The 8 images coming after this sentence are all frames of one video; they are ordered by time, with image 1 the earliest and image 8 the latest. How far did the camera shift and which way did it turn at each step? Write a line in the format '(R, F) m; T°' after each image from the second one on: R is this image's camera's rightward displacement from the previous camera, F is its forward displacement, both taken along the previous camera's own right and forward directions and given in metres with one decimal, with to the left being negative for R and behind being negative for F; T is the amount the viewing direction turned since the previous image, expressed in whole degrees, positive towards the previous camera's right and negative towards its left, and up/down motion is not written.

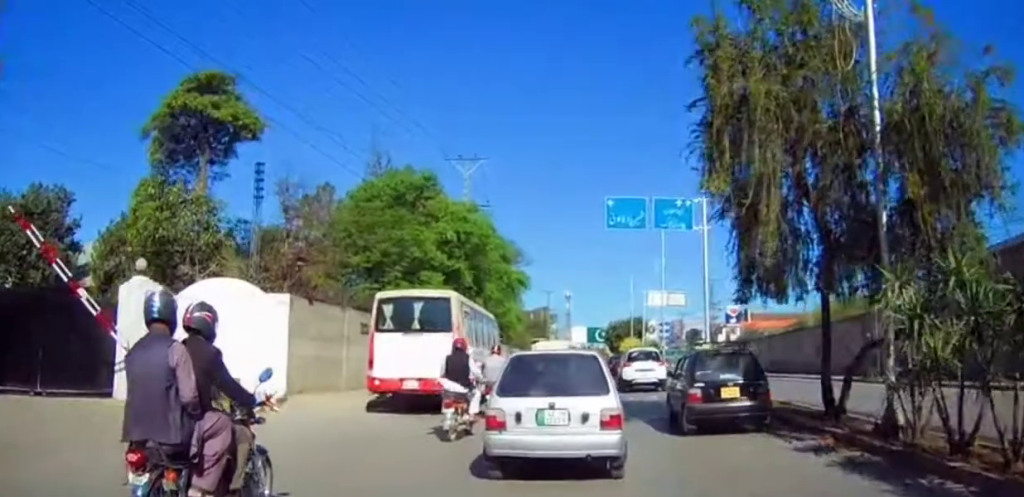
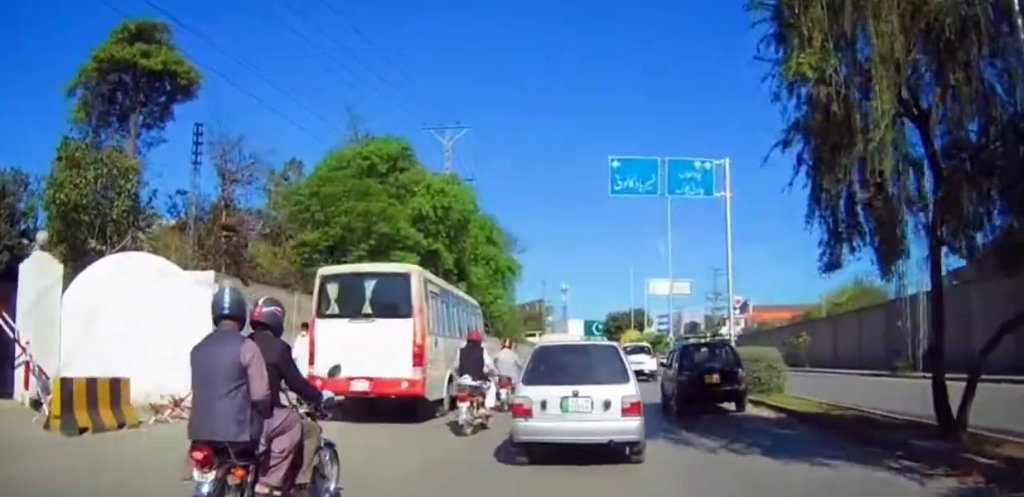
(+0.4, +4.1) m; +2°
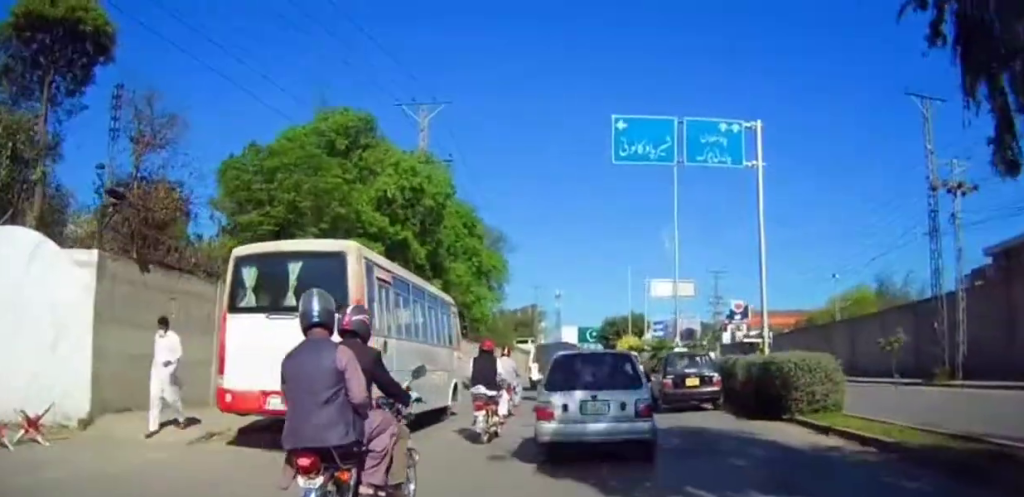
(0.0, +4.1) m; +1°
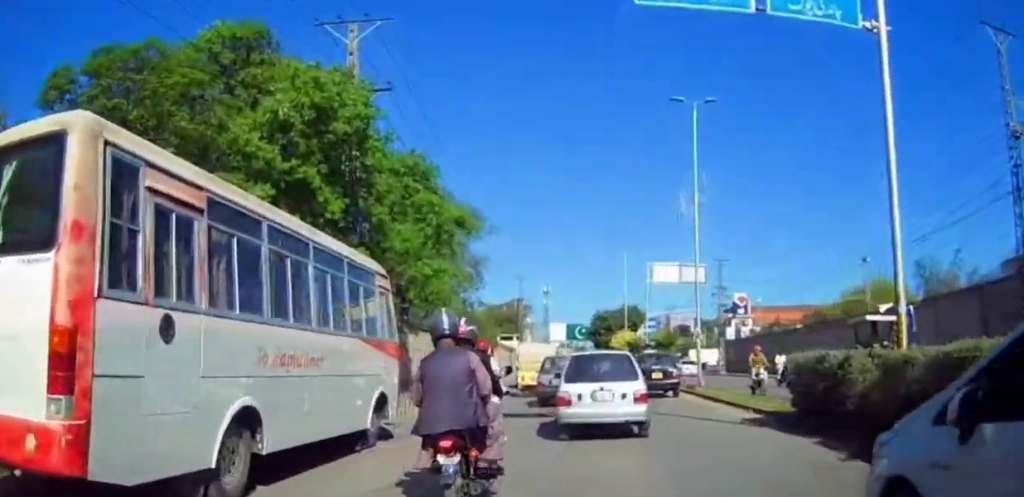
(+0.1, +7.7) m; +1°
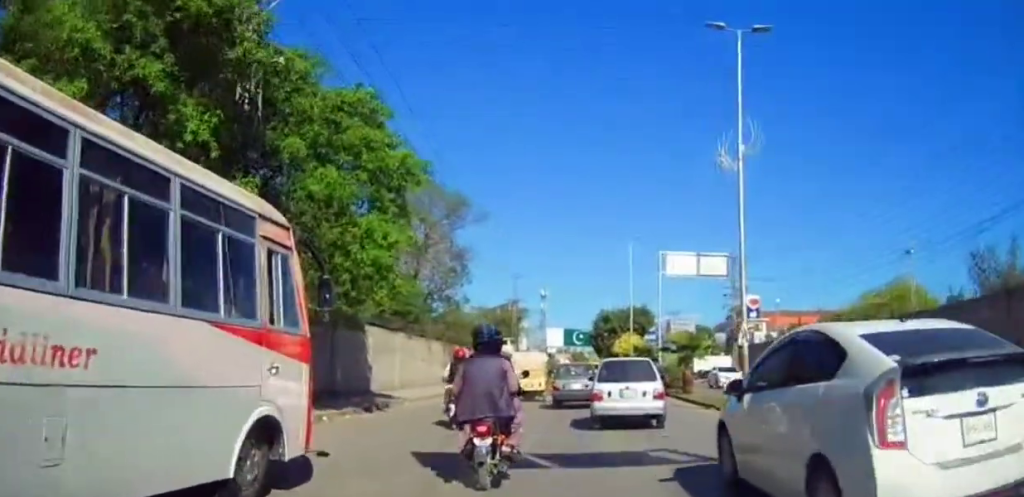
(-0.1, +6.7) m; -1°
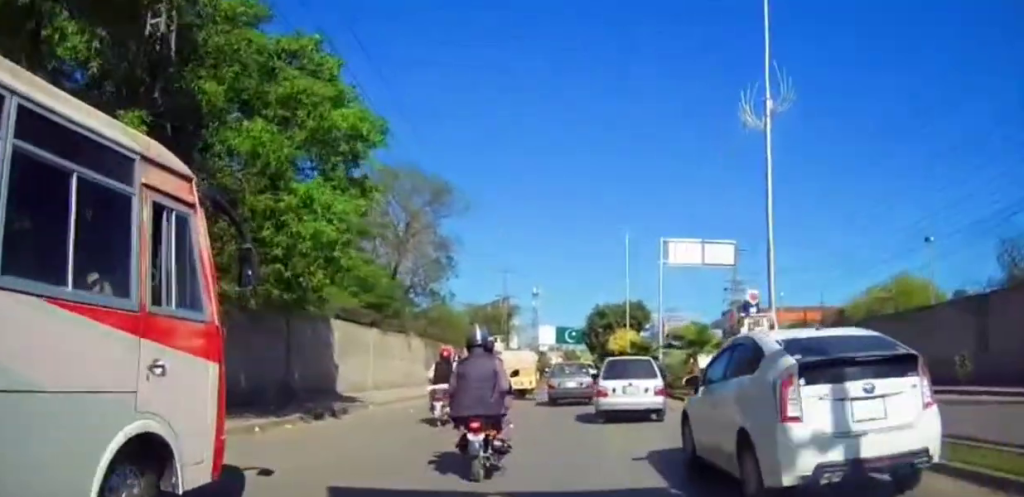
(0.0, +3.6) m; 0°
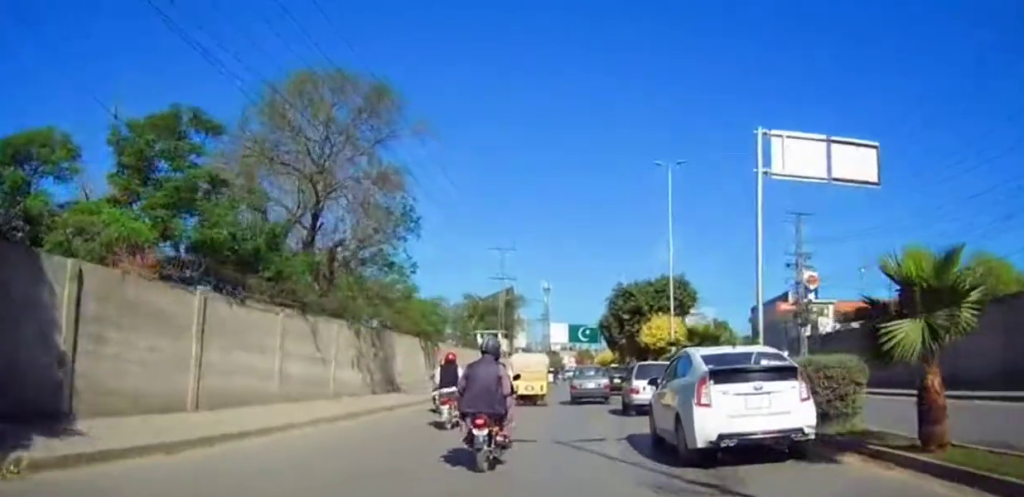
(-0.1, +15.7) m; -2°
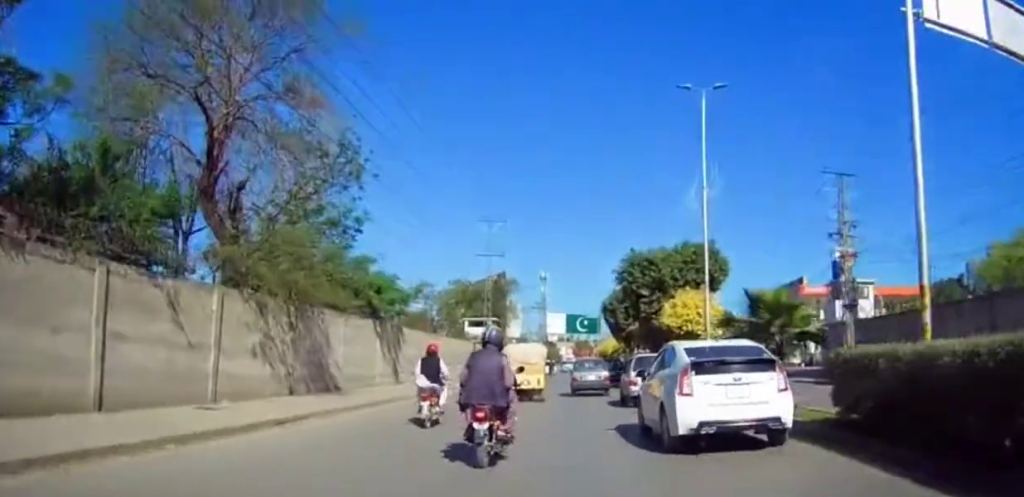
(-0.3, +8.1) m; +1°
